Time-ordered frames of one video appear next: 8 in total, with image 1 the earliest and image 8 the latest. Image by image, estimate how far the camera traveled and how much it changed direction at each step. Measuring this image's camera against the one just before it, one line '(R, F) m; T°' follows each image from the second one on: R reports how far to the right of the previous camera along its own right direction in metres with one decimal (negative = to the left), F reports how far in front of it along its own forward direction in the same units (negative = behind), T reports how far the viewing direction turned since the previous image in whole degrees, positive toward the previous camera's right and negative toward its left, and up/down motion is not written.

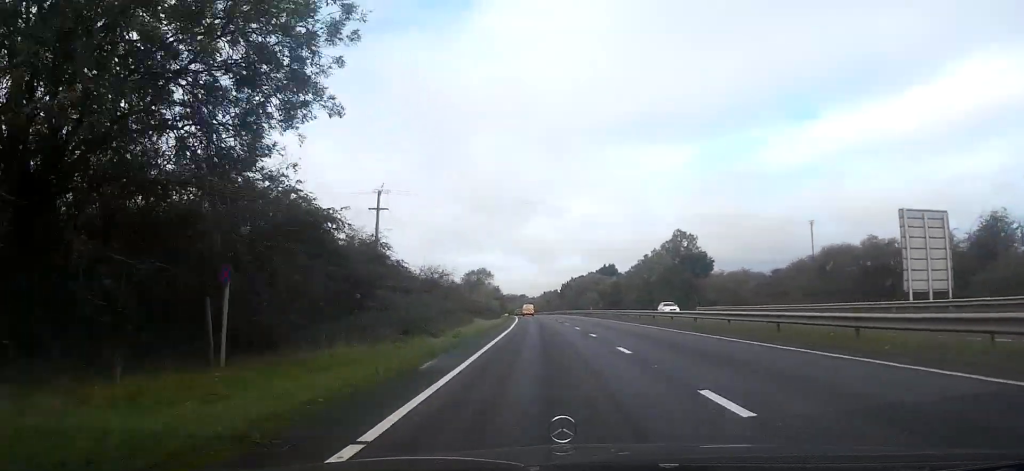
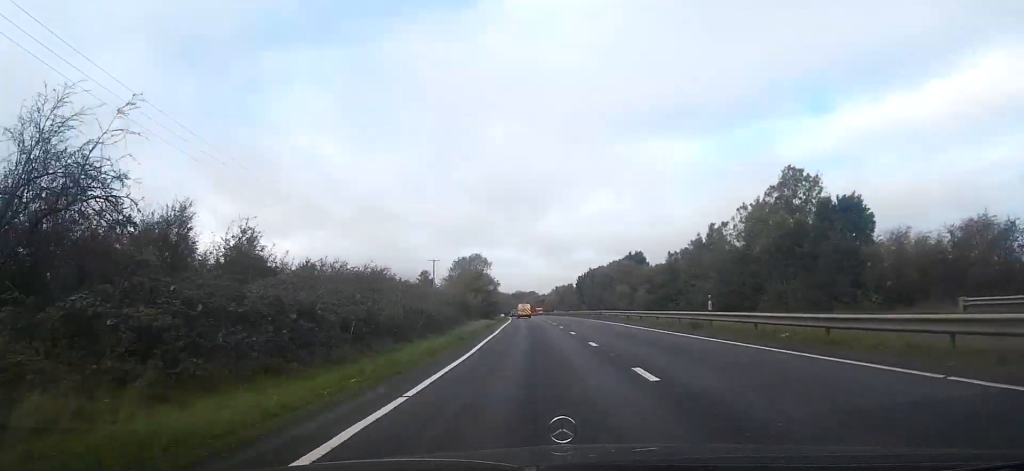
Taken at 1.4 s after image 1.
(-0.4, +49.3) m; -1°
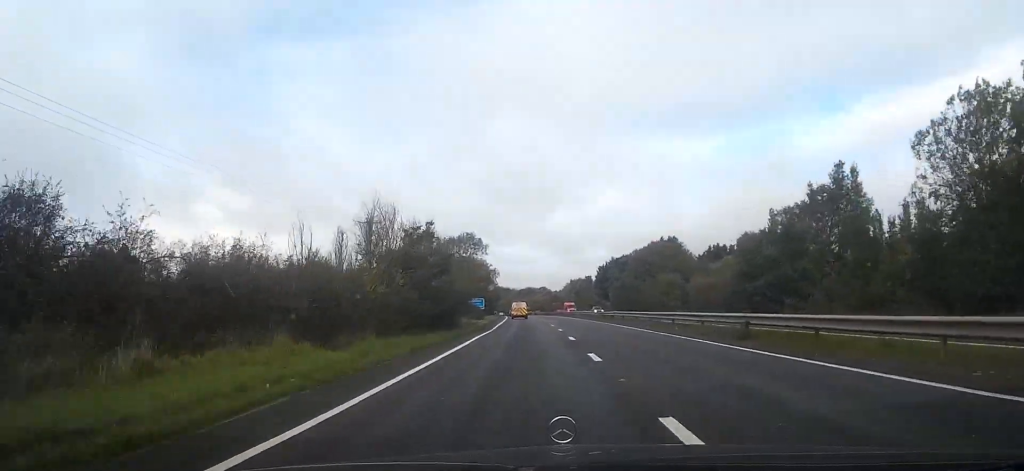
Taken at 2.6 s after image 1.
(-0.6, +40.7) m; -1°
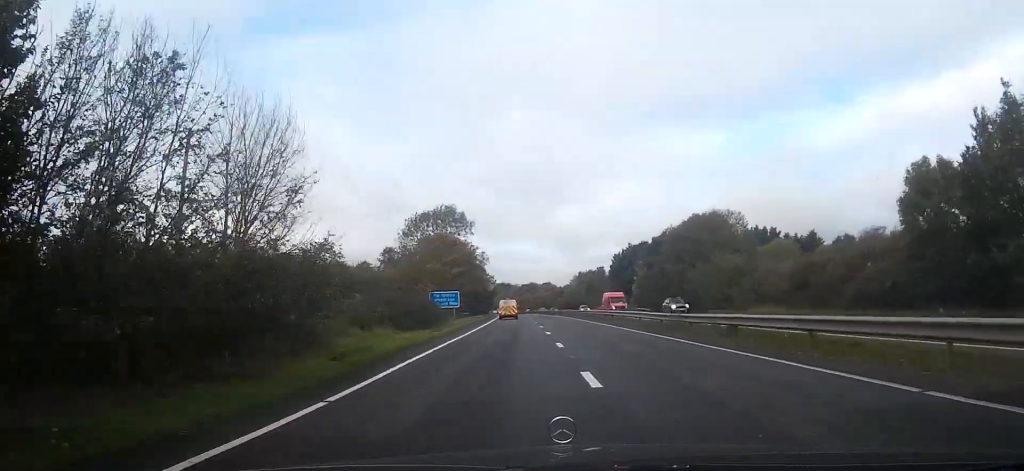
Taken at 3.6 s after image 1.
(-0.2, +30.5) m; -1°
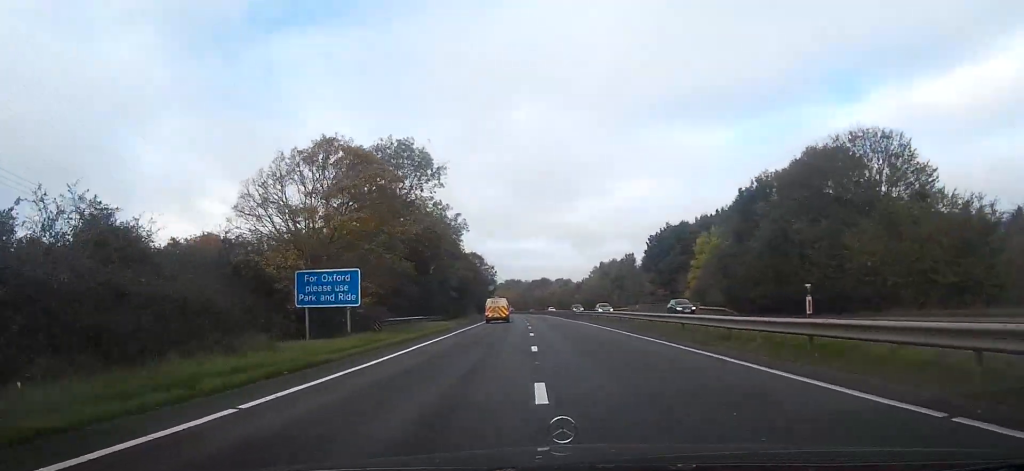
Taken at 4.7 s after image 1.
(-0.2, +36.0) m; -1°
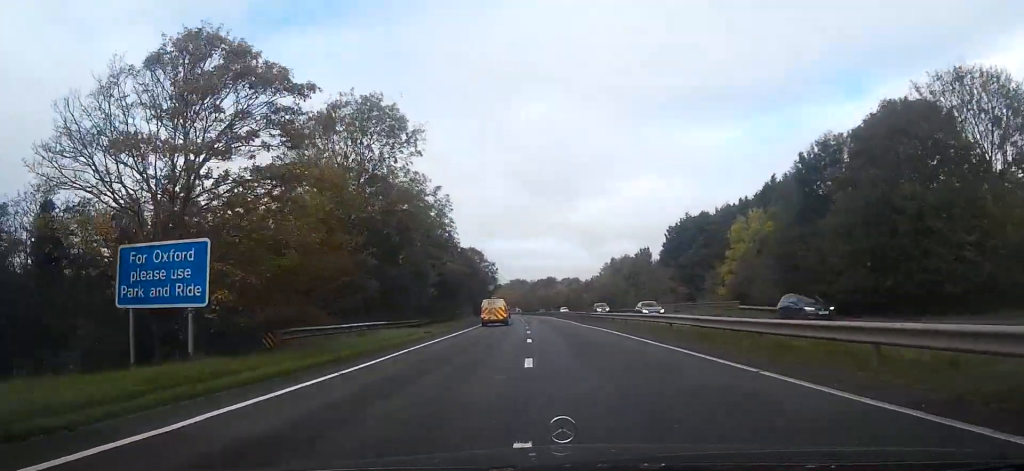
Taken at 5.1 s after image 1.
(+0.1, +12.6) m; 0°
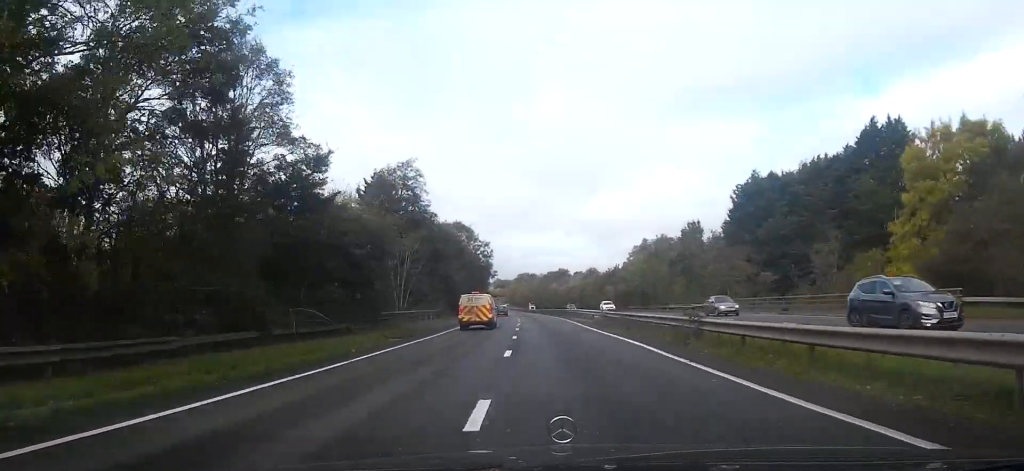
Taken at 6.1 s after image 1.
(-0.4, +32.3) m; -1°
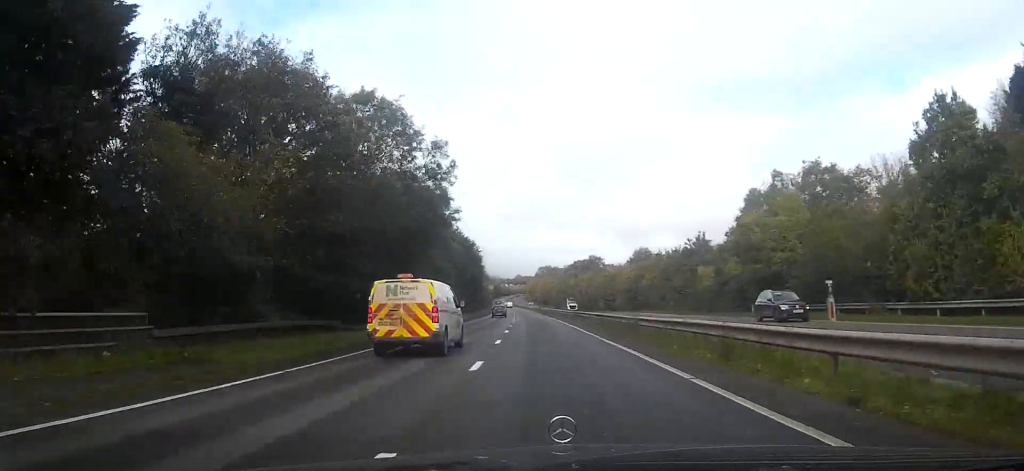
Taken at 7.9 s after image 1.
(-1.4, +55.2) m; -2°
